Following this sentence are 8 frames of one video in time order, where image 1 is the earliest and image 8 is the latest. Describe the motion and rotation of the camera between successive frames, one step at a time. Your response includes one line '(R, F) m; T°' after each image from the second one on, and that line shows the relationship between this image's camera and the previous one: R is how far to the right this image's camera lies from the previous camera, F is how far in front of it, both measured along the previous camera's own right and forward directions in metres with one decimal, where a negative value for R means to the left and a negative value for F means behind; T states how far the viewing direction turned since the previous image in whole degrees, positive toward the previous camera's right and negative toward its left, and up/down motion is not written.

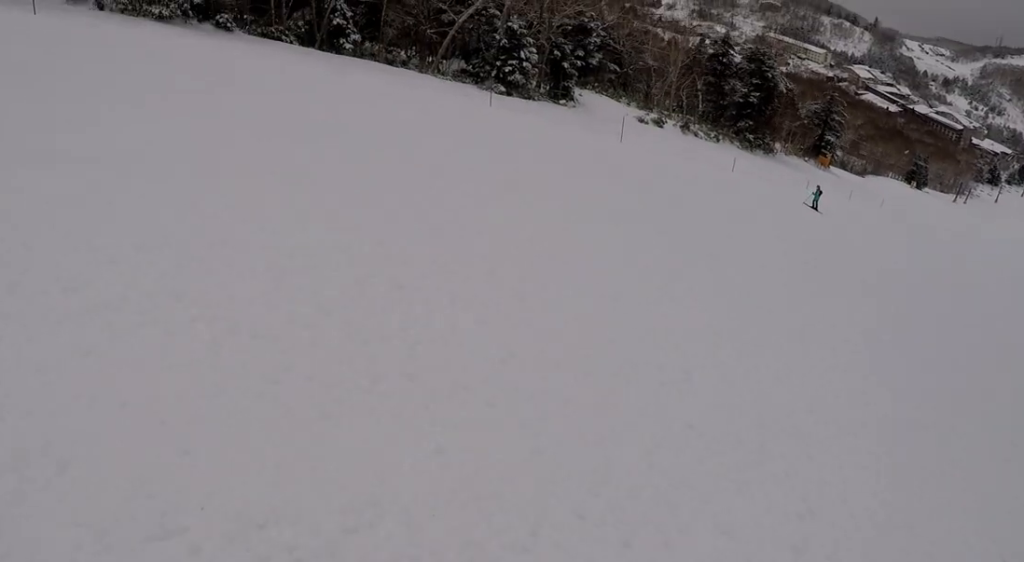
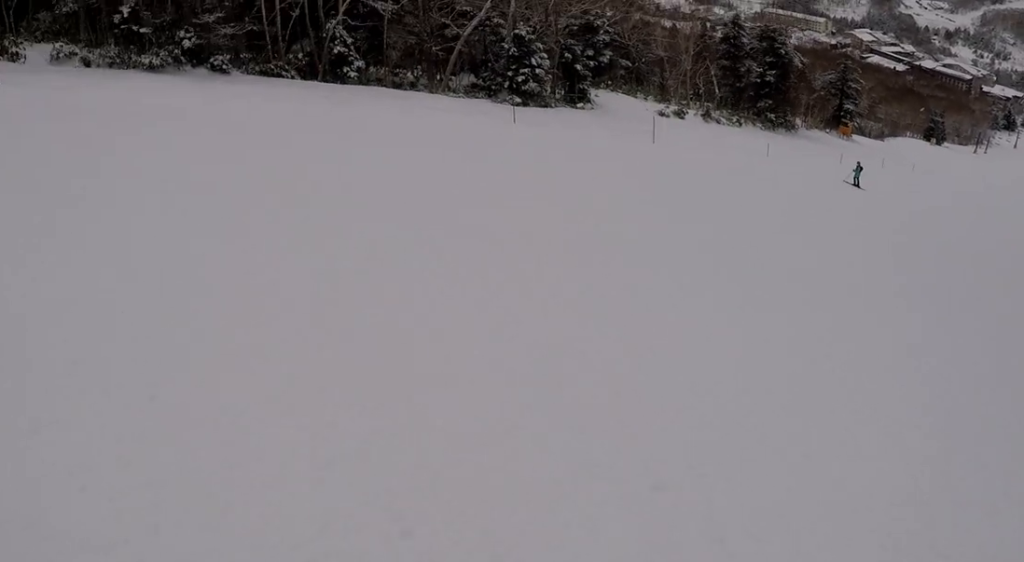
(0.0, +2.4) m; 0°
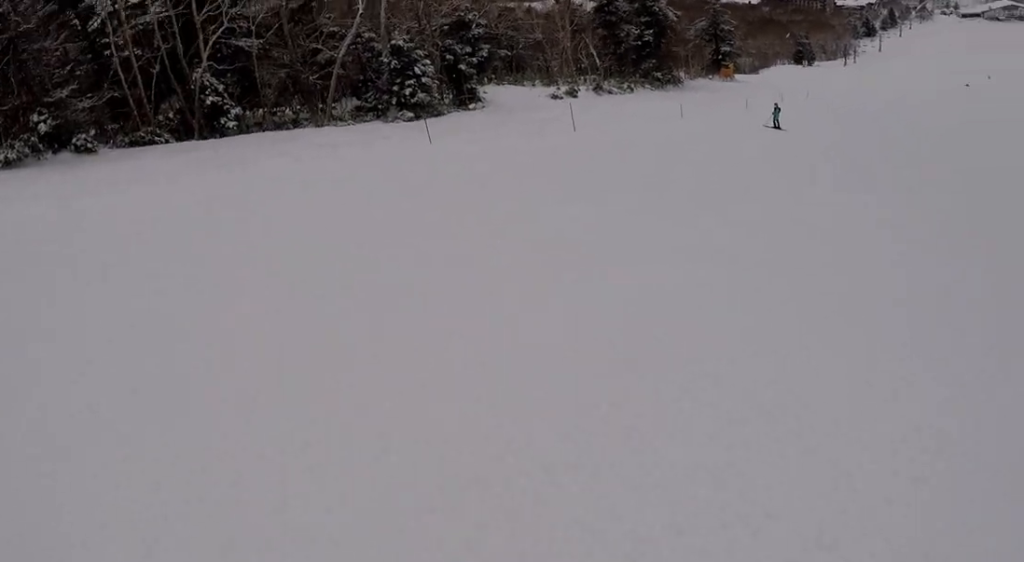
(0.0, +3.8) m; +14°
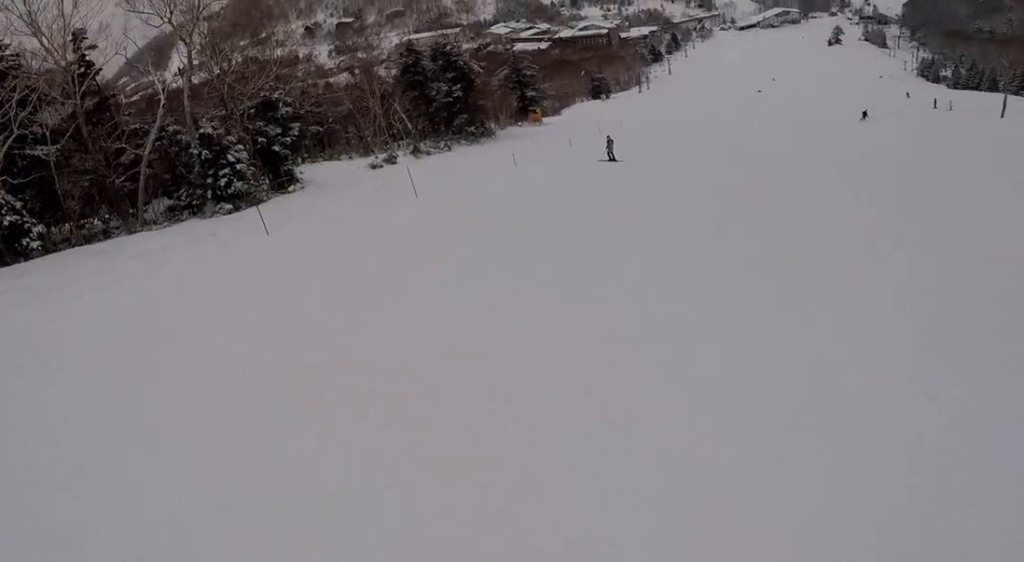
(-0.7, +2.9) m; +17°
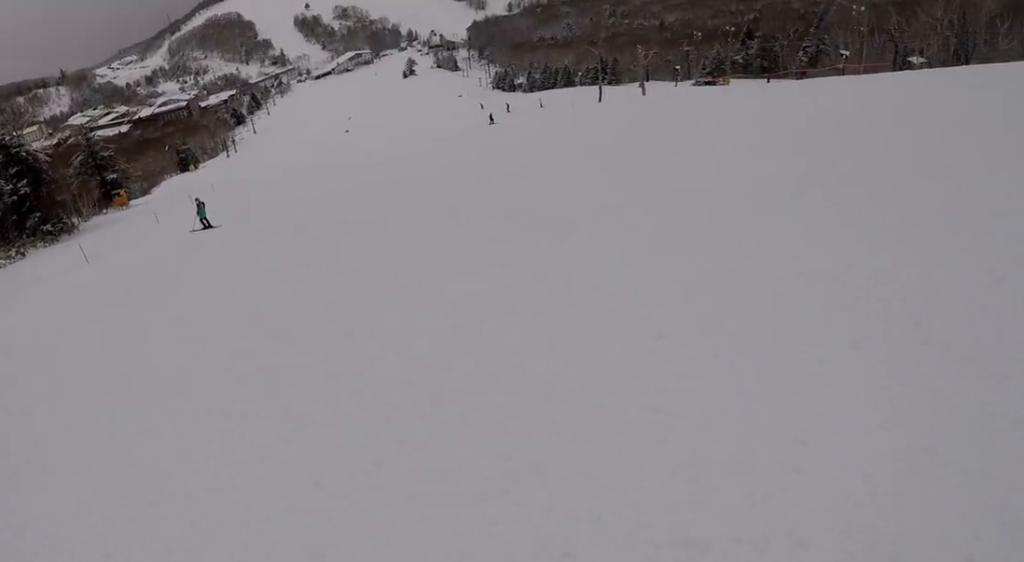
(+5.4, +5.1) m; +73°
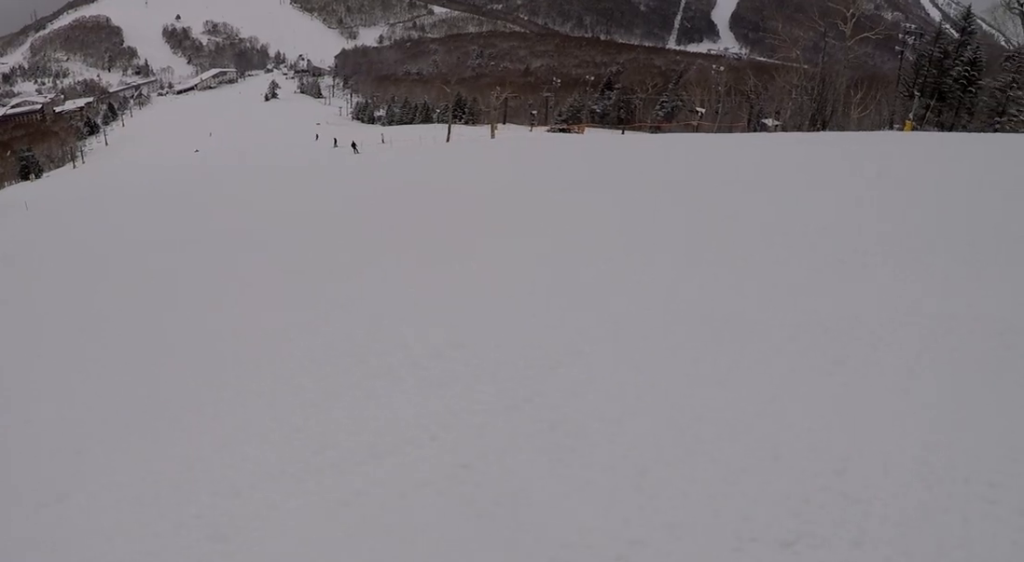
(+1.6, +5.2) m; +9°
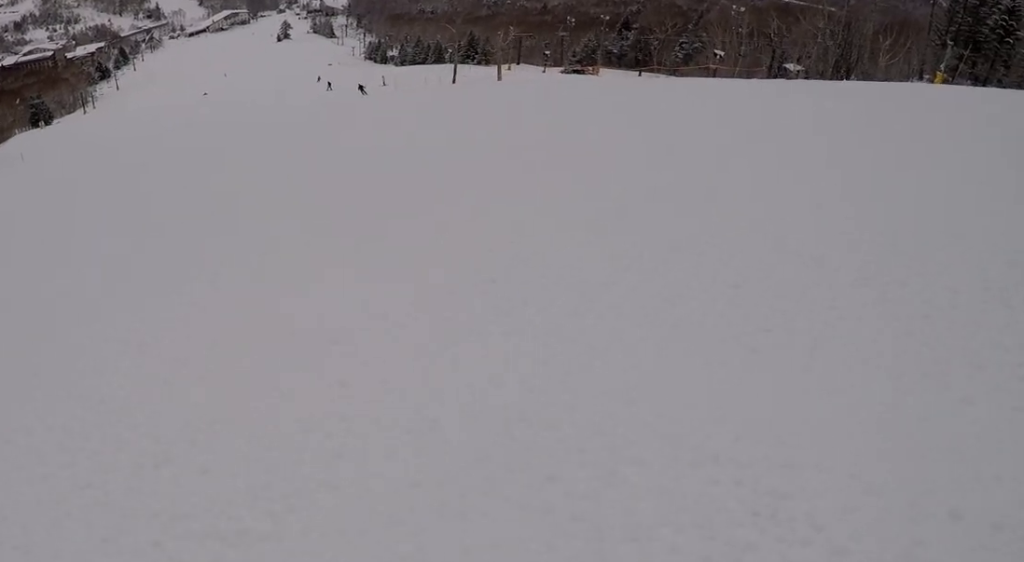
(+0.4, +2.8) m; -14°
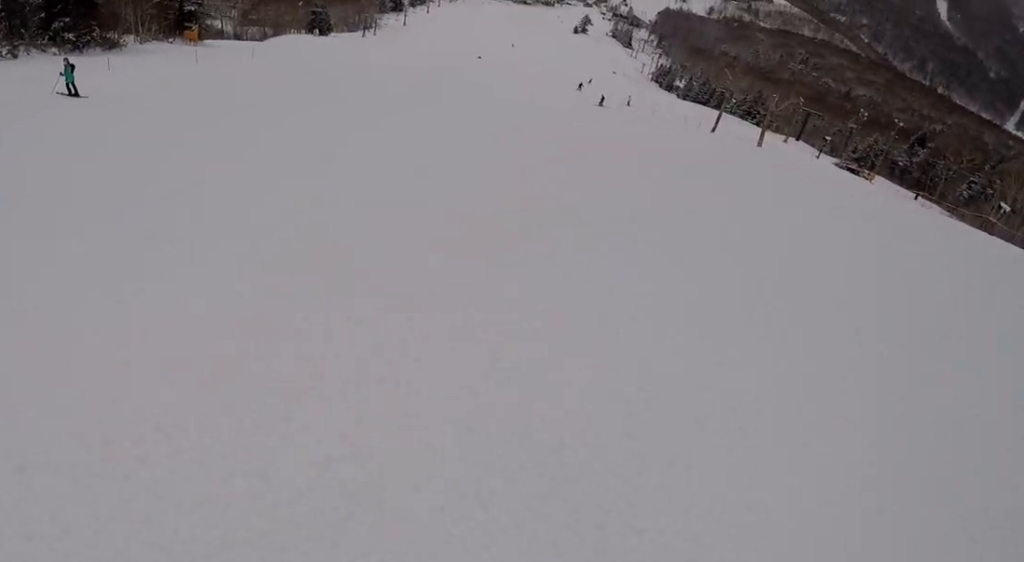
(-2.4, +5.4) m; -43°
